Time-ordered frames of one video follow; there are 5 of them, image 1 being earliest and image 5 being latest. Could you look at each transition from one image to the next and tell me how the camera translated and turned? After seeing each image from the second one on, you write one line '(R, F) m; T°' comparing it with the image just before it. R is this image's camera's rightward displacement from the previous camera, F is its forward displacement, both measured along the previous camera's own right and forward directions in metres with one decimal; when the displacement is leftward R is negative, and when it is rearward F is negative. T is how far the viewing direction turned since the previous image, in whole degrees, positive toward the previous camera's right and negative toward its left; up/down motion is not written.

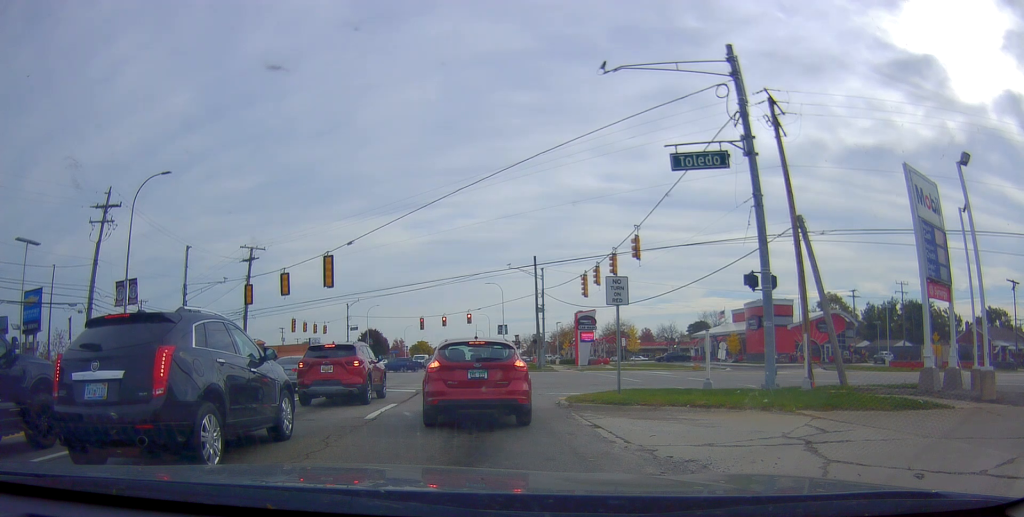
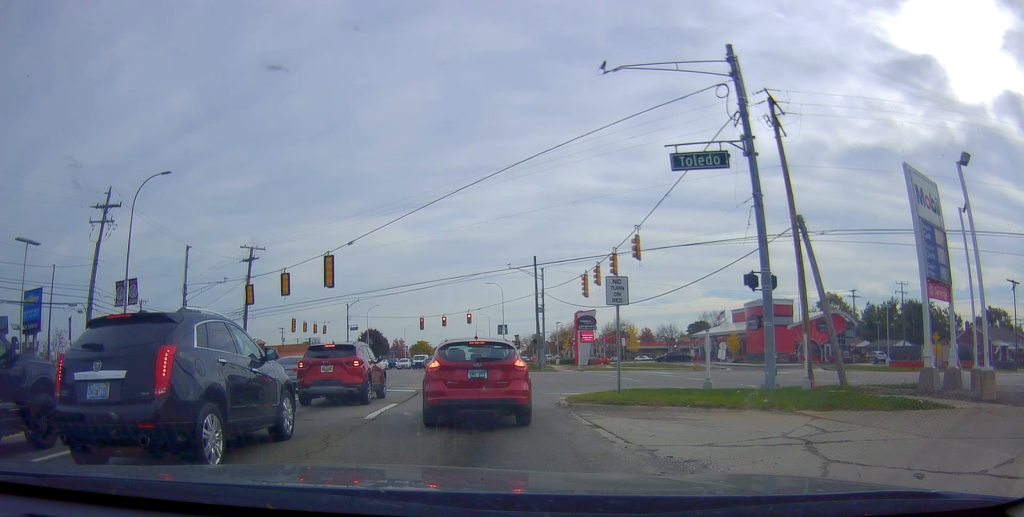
(0.0, 0.0) m; 0°
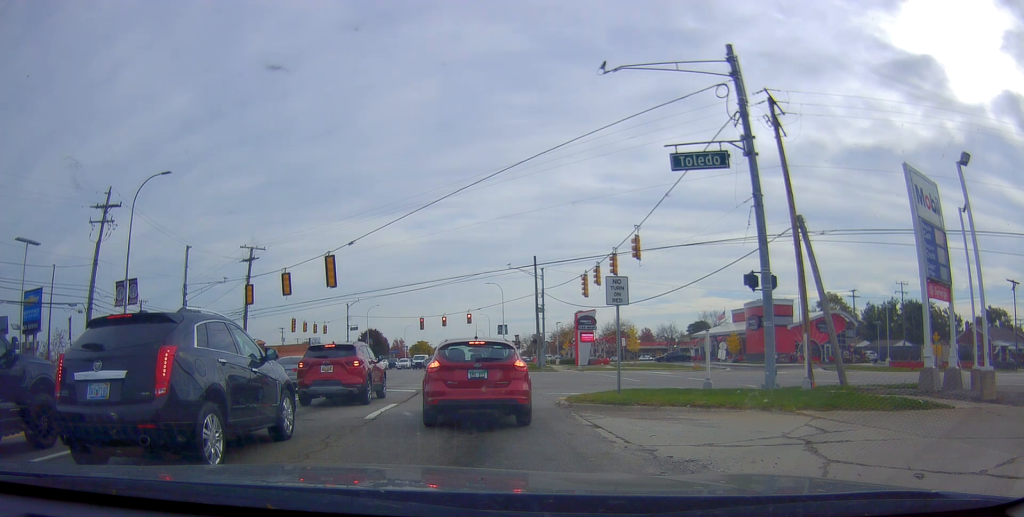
(0.0, 0.0) m; 0°
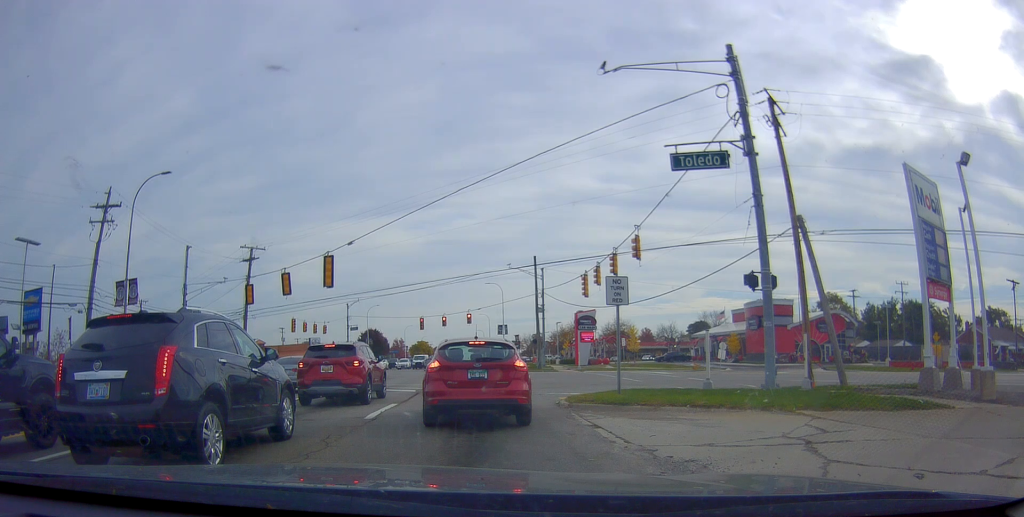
(0.0, 0.0) m; 0°
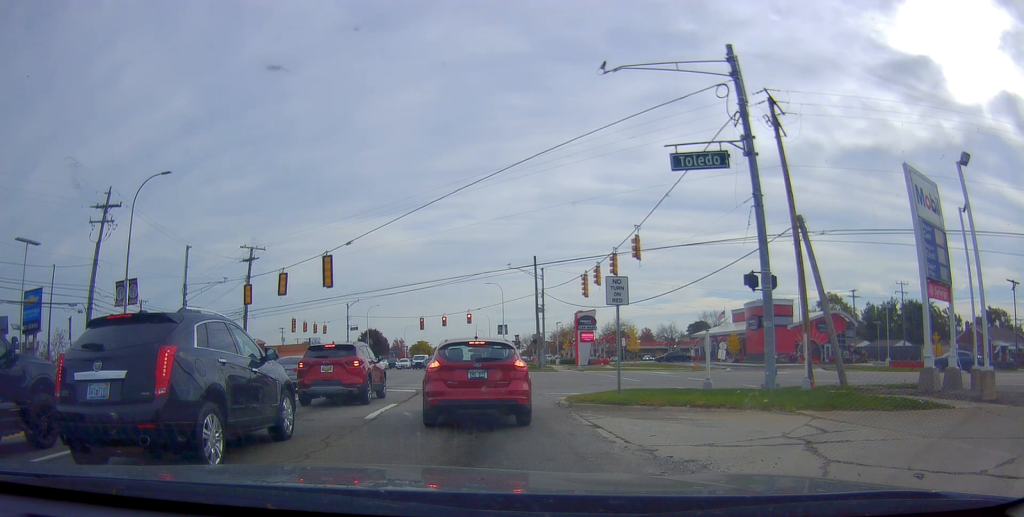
(0.0, 0.0) m; 0°
